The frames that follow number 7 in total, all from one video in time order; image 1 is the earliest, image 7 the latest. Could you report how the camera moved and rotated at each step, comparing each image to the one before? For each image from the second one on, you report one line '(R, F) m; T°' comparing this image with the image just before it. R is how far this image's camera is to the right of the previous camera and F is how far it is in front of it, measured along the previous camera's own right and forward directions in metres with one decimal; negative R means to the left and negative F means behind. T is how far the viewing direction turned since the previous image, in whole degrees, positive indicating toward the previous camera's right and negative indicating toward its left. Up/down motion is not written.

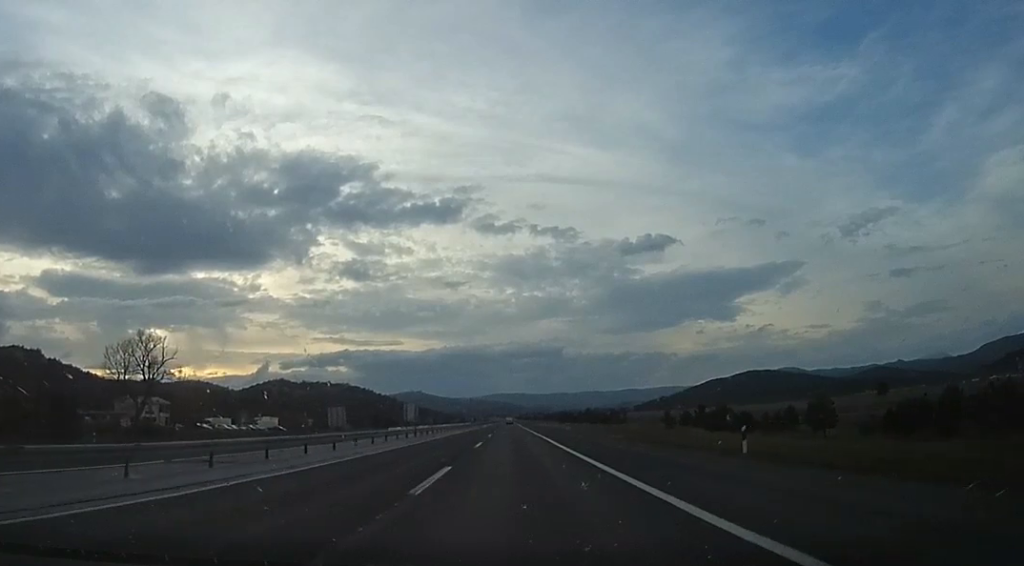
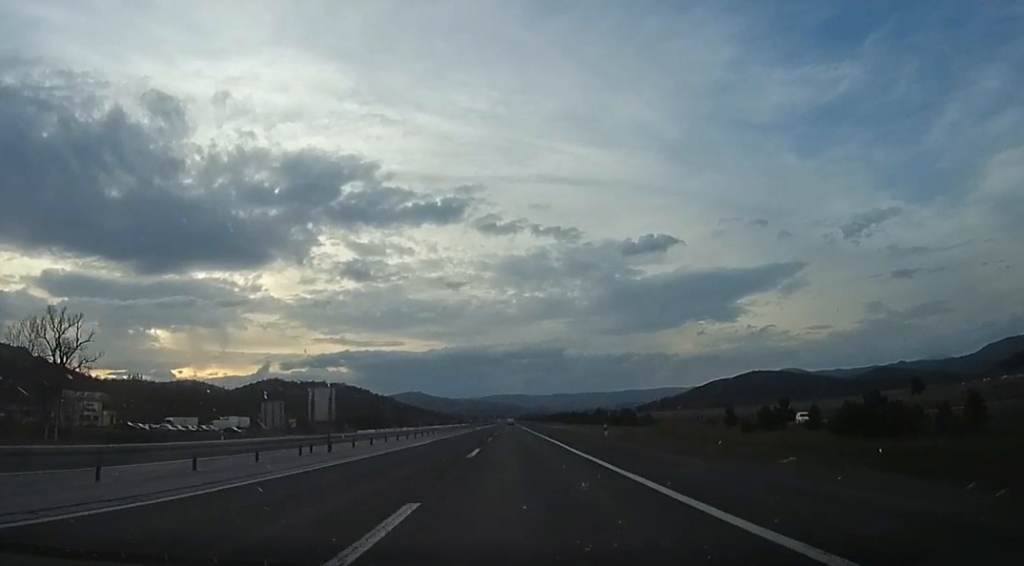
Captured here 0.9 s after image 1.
(0.0, +25.0) m; 0°
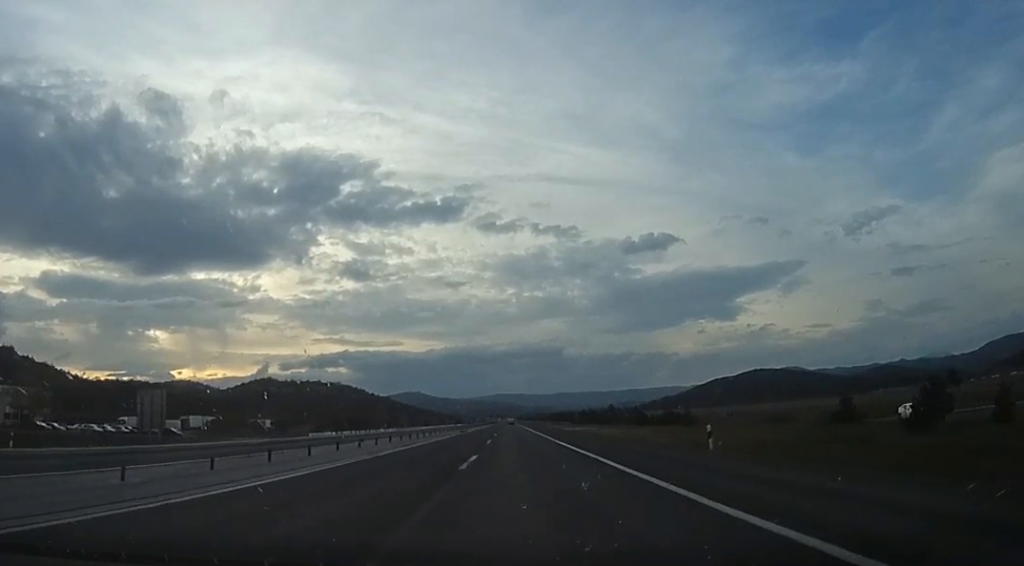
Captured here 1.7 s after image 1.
(0.0, +23.1) m; 0°
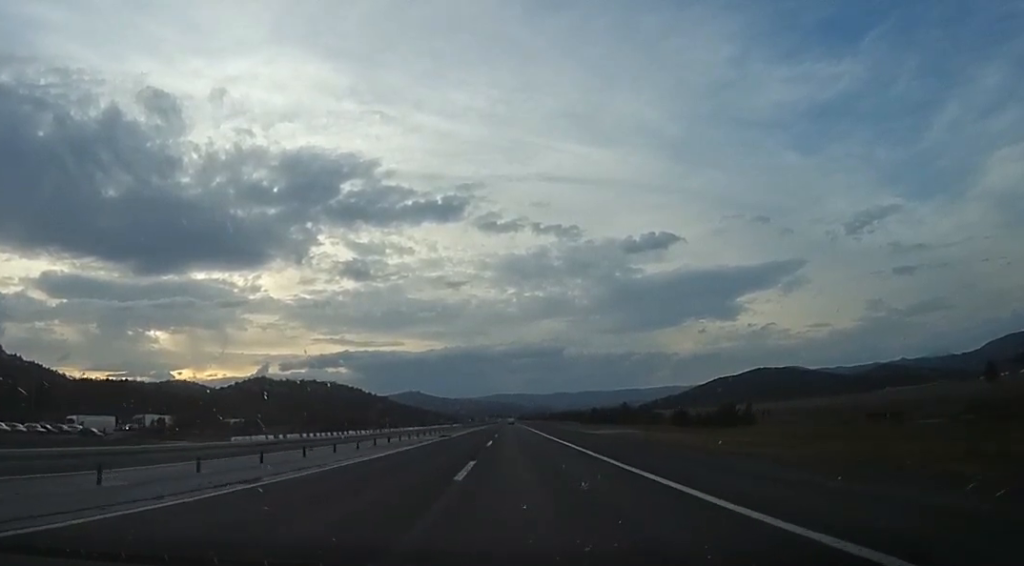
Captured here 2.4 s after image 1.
(0.0, +20.8) m; 0°
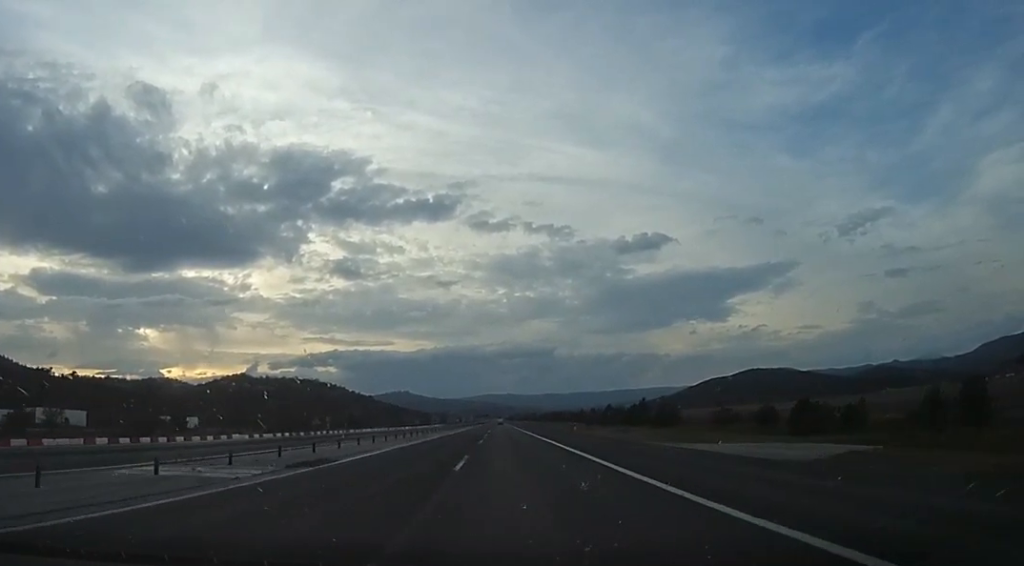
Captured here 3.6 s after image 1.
(0.0, +33.2) m; 0°
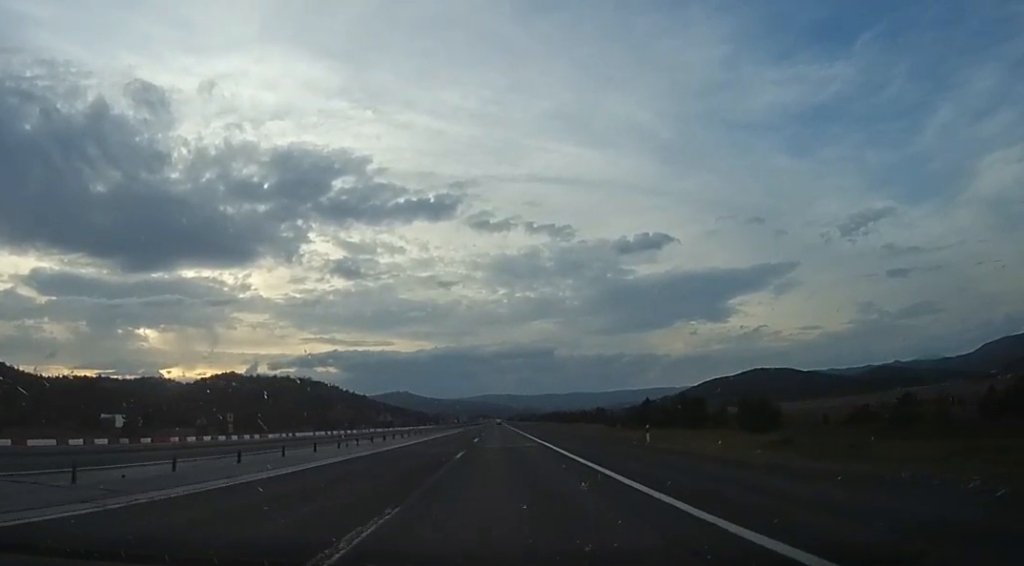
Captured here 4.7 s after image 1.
(0.0, +30.5) m; 0°
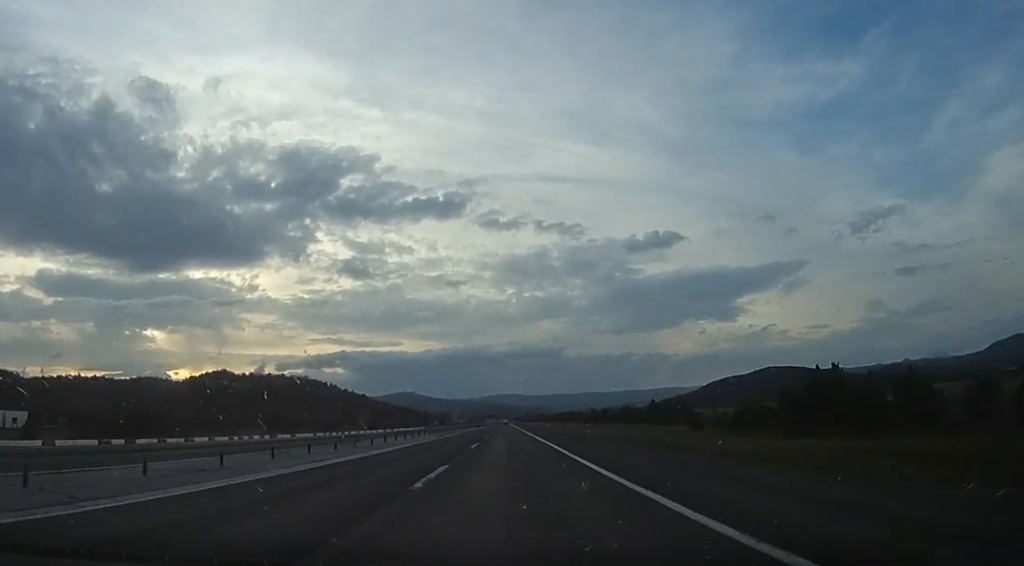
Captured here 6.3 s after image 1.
(0.0, +45.5) m; 0°
